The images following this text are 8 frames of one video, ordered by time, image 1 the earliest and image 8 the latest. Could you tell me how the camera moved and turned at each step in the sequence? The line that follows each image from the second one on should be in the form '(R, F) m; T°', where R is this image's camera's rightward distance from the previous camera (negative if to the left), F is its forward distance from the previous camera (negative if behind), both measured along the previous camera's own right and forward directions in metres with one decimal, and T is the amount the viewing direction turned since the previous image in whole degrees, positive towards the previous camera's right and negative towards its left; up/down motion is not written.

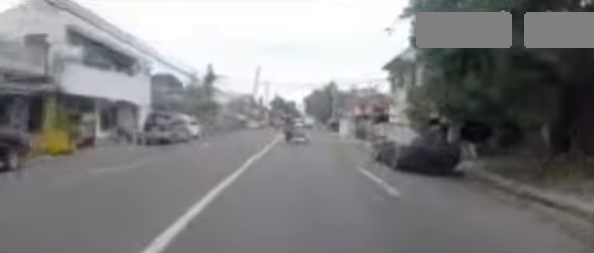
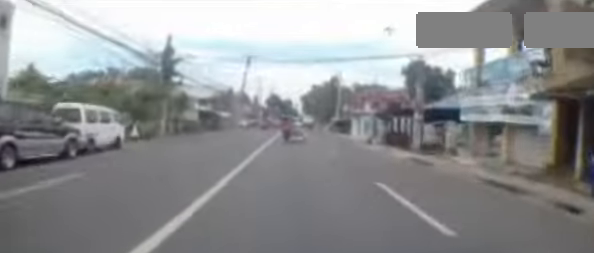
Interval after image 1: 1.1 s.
(+0.1, +11.1) m; 0°
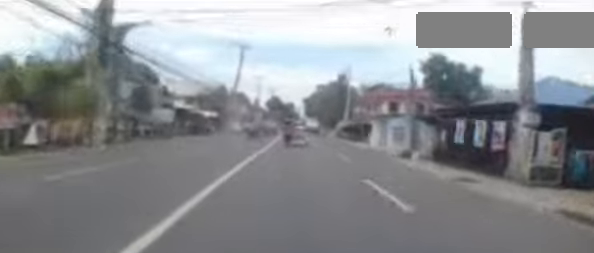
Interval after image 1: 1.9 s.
(-0.1, +7.7) m; +1°
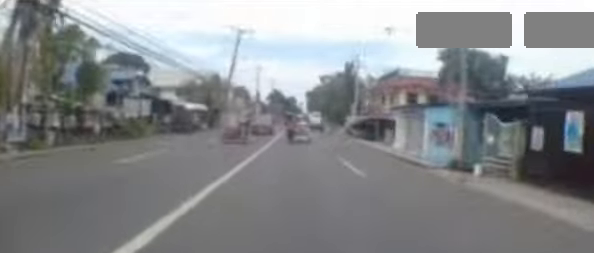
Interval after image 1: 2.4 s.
(+0.2, +5.6) m; +2°
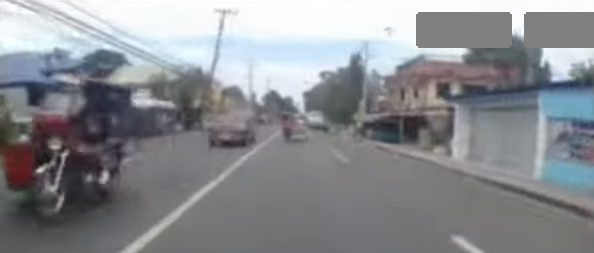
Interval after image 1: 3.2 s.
(+0.1, +8.0) m; -1°
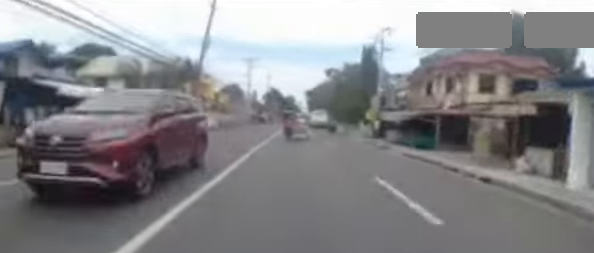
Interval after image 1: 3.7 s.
(+0.1, +5.8) m; -2°
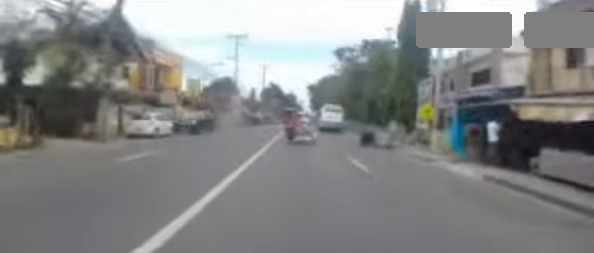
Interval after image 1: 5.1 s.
(-0.7, +14.5) m; -3°
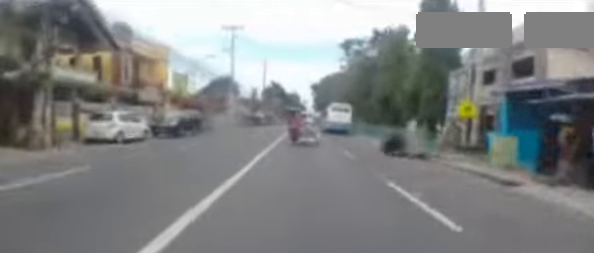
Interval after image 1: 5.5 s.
(0.0, +4.3) m; 0°
